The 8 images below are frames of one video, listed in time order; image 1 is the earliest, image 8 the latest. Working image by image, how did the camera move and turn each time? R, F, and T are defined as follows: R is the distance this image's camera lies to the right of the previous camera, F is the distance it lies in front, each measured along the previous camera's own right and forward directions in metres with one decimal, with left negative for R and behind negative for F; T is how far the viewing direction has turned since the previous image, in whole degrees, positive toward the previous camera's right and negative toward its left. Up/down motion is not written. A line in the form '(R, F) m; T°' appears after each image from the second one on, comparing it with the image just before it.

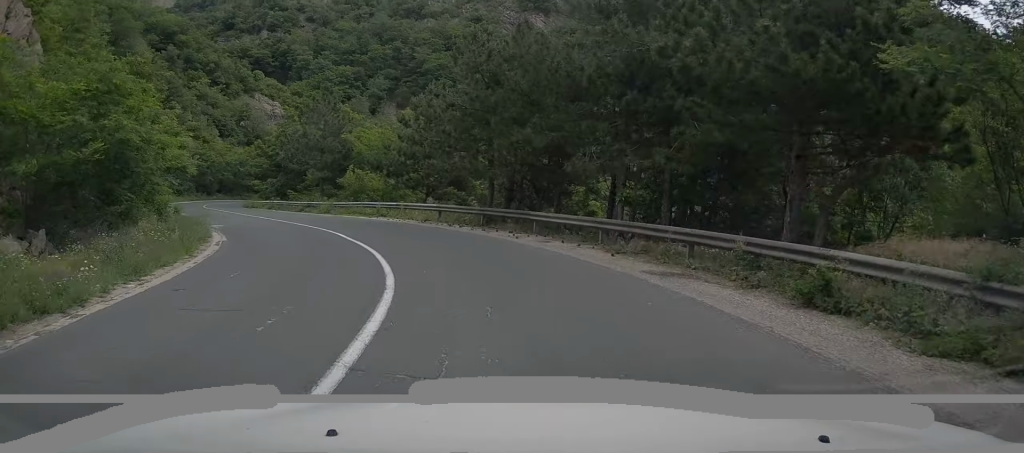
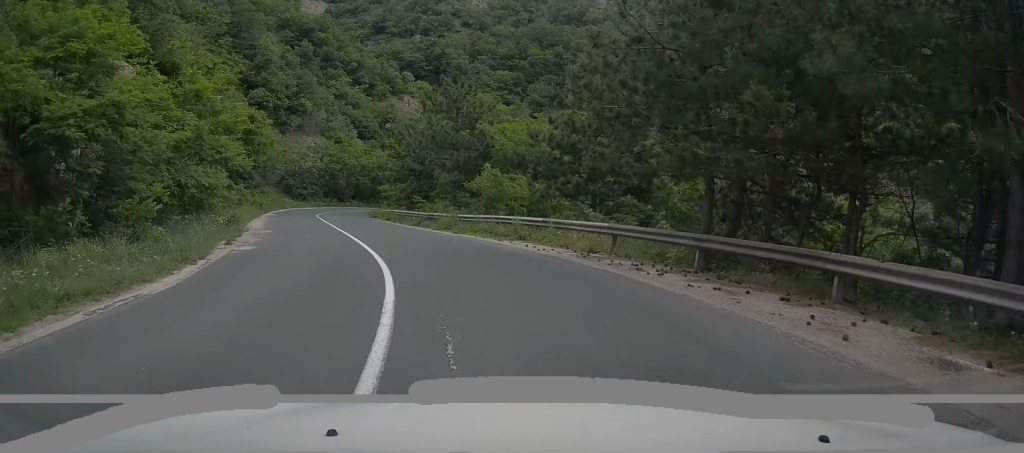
(-1.2, +10.1) m; -13°
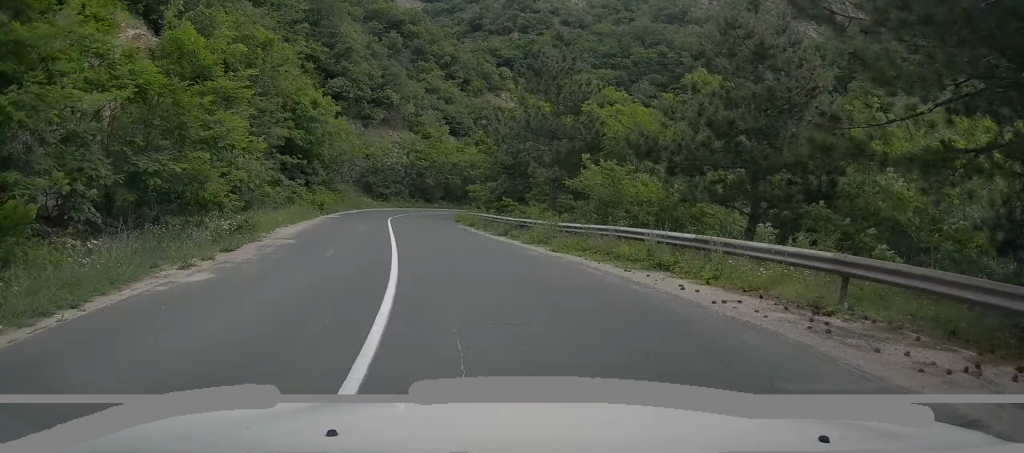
(-0.5, +6.7) m; -7°
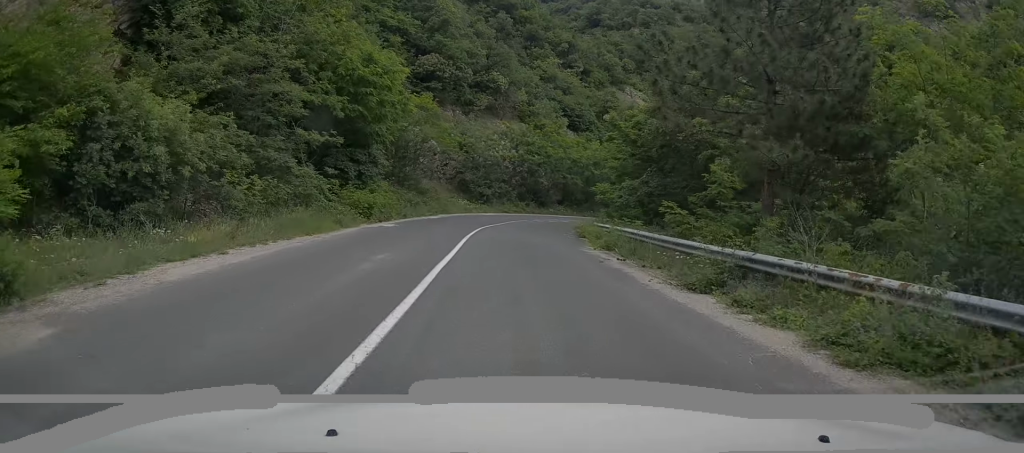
(-0.9, +12.0) m; -9°
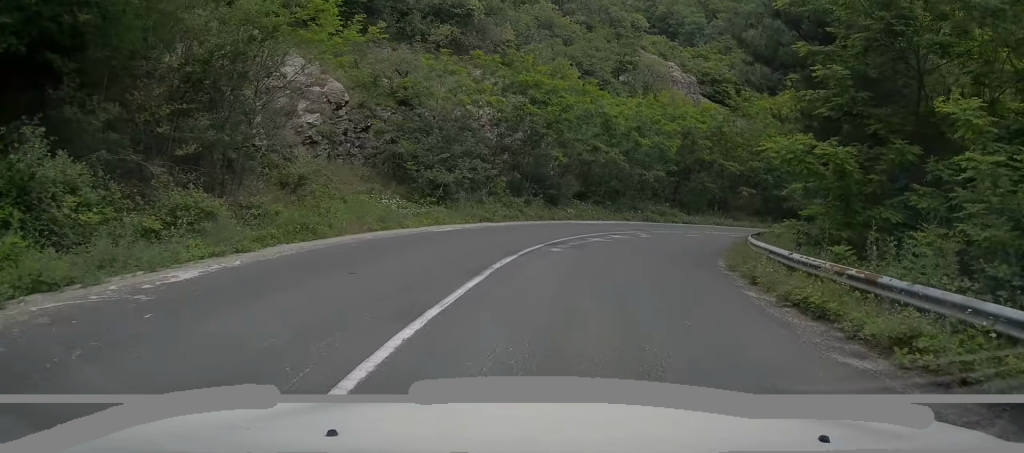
(-0.4, +25.1) m; +7°
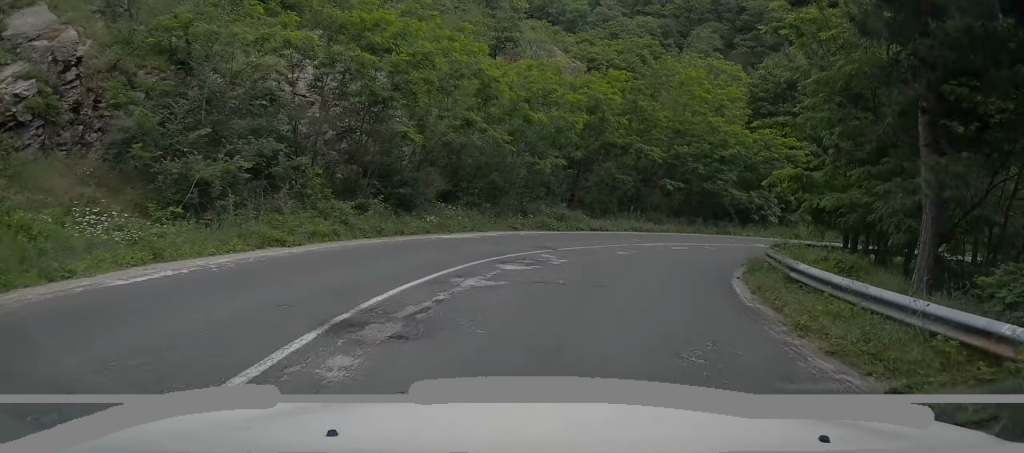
(+0.6, +9.9) m; +11°
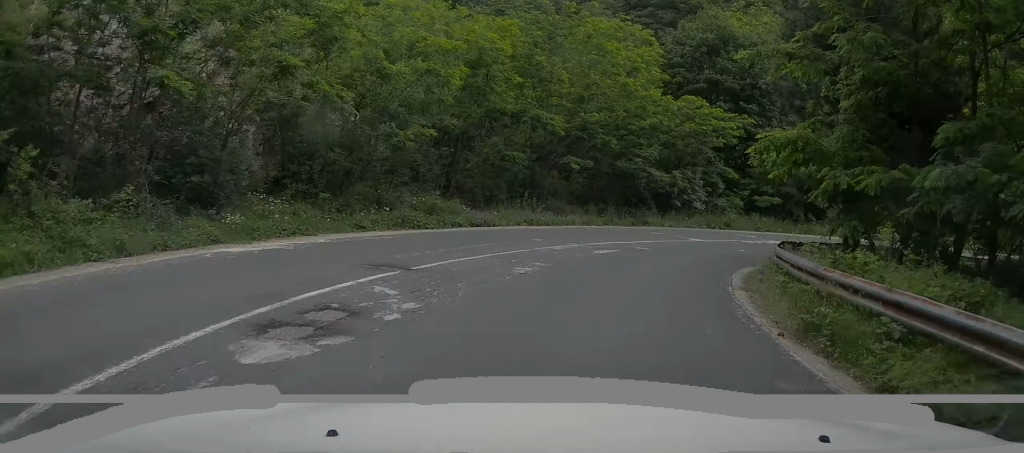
(+0.6, +6.7) m; +11°
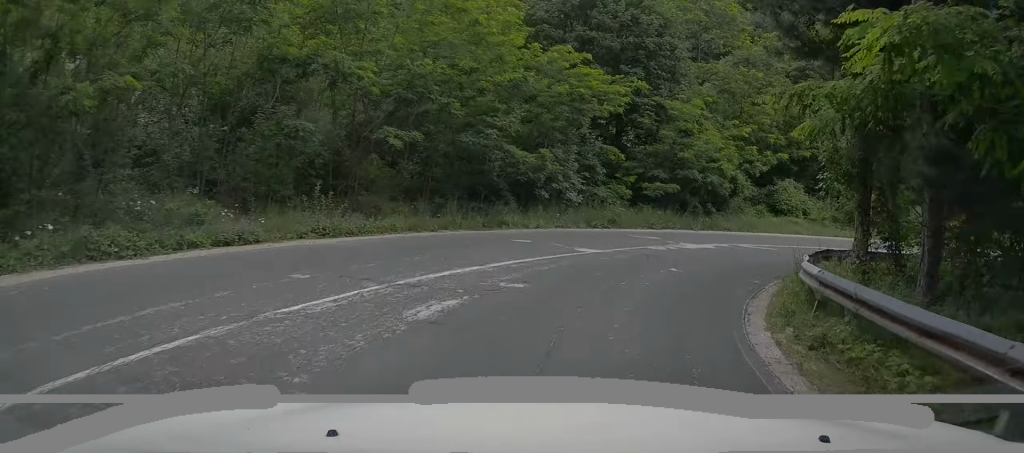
(+1.1, +7.5) m; +13°
